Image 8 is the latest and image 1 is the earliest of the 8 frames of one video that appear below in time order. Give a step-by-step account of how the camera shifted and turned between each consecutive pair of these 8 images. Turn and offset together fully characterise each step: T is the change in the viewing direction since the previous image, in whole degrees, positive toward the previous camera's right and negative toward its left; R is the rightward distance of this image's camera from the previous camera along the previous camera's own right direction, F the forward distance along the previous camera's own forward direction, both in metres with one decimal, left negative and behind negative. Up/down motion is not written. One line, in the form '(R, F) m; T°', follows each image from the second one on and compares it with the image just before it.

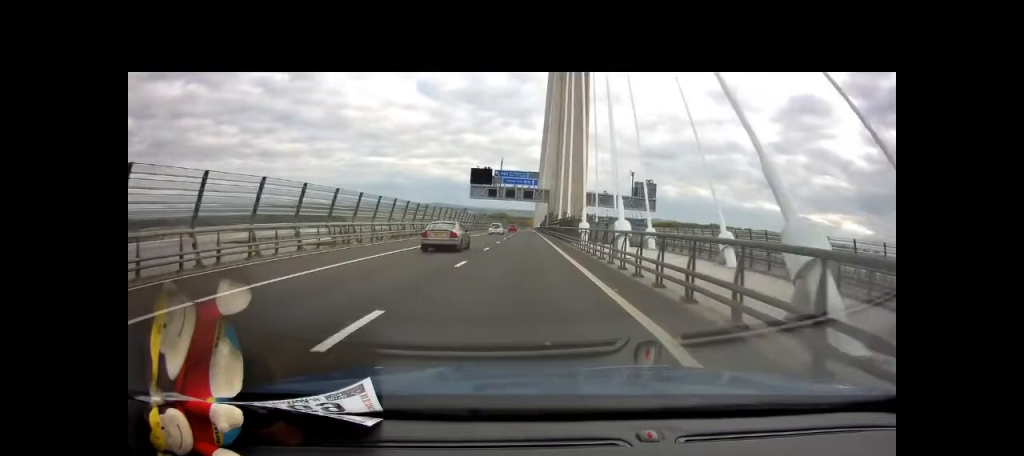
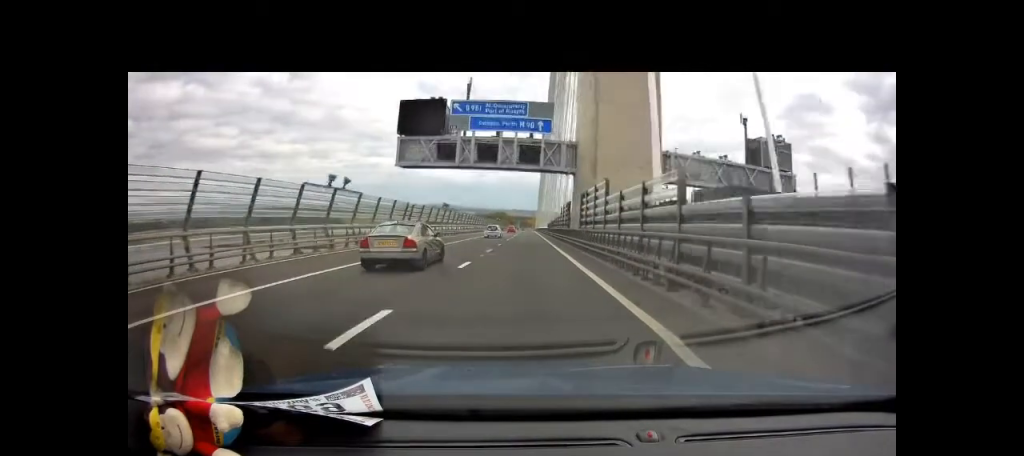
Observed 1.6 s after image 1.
(0.0, +52.9) m; 0°
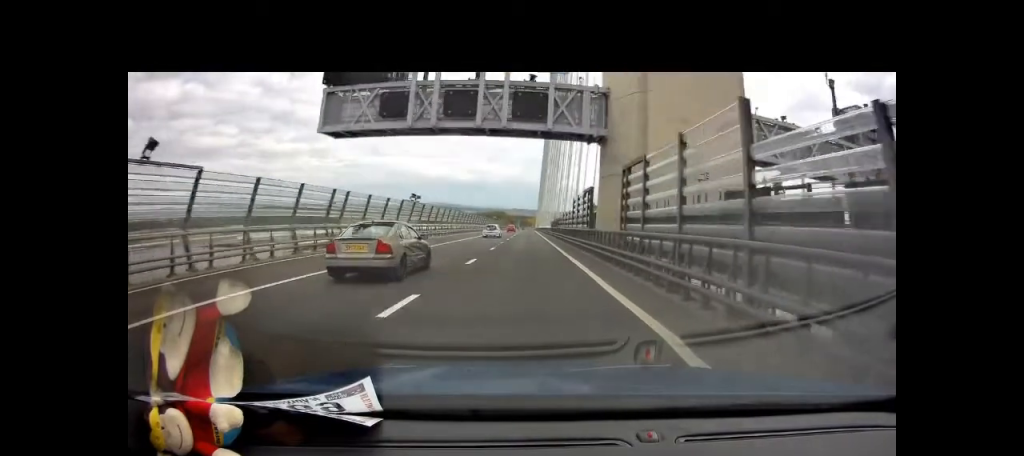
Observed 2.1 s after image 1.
(0.0, +16.9) m; 0°
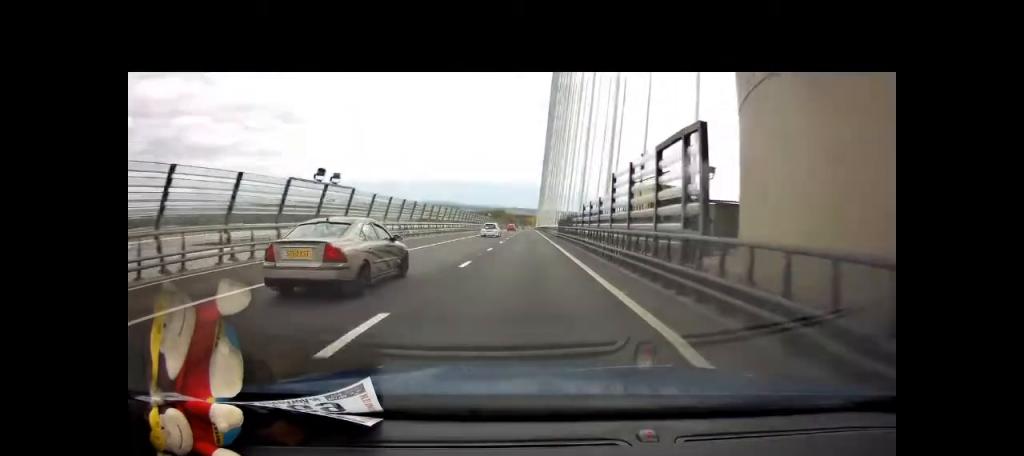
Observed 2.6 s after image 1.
(0.0, +19.2) m; 0°
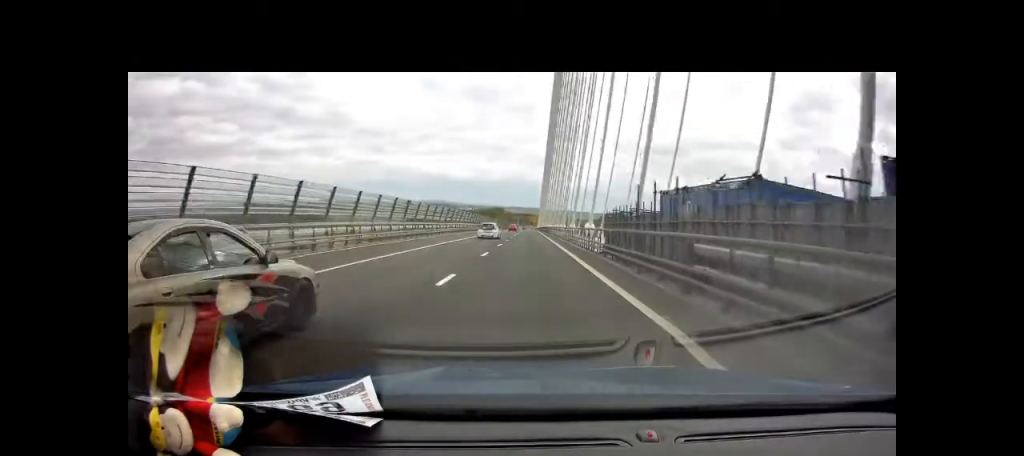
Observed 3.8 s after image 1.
(+0.1, +39.5) m; 0°
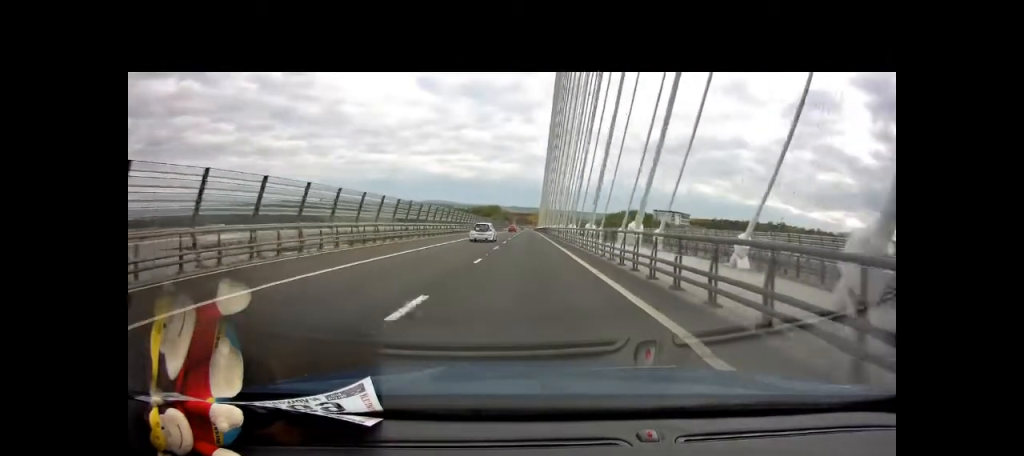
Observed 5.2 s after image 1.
(0.0, +47.0) m; 0°
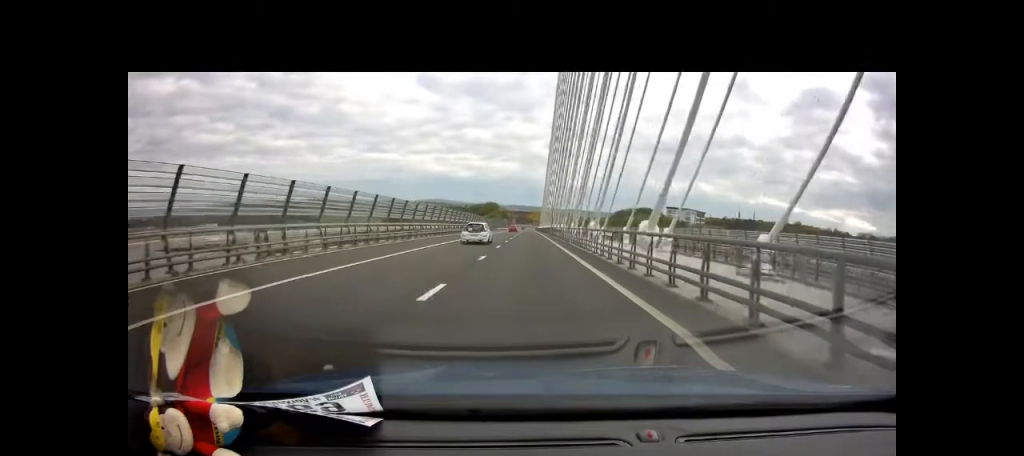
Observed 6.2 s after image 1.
(+0.1, +33.3) m; 0°
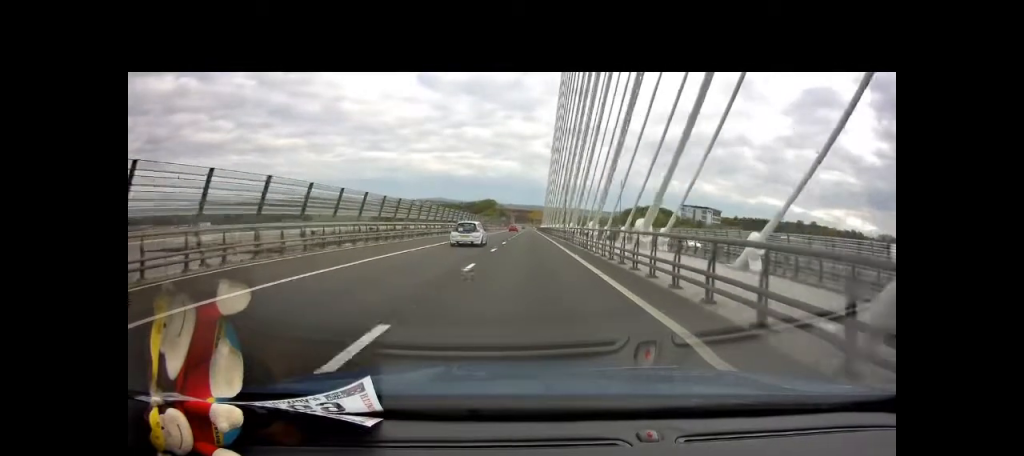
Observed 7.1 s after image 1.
(+0.1, +29.8) m; 0°
